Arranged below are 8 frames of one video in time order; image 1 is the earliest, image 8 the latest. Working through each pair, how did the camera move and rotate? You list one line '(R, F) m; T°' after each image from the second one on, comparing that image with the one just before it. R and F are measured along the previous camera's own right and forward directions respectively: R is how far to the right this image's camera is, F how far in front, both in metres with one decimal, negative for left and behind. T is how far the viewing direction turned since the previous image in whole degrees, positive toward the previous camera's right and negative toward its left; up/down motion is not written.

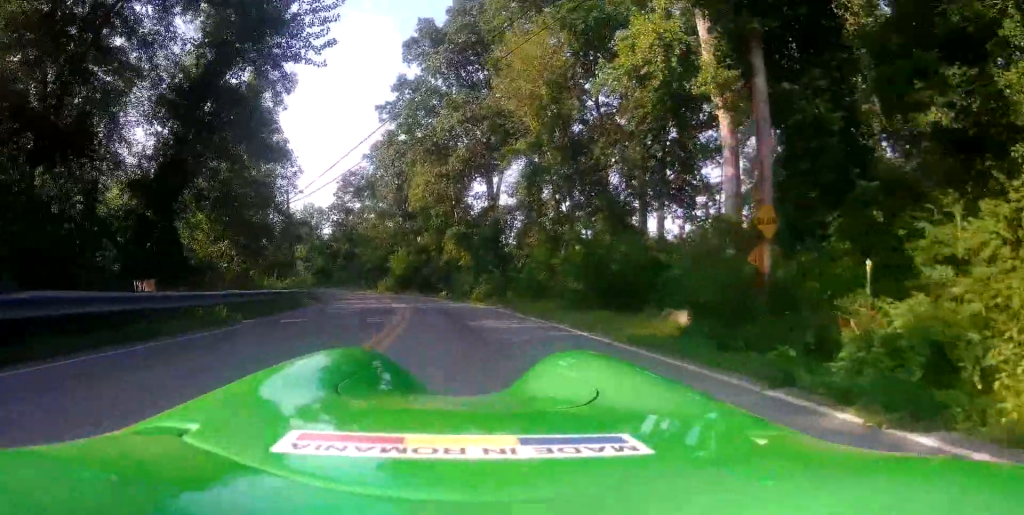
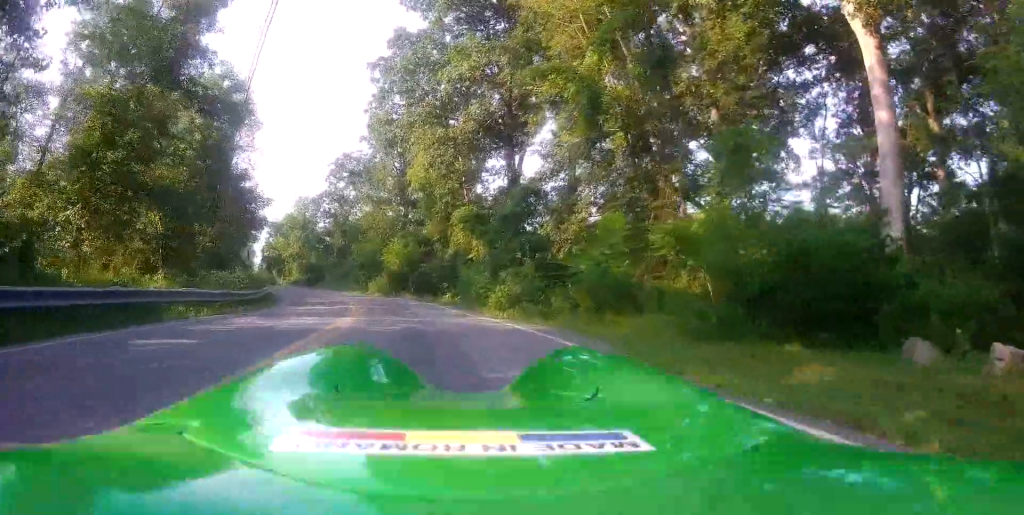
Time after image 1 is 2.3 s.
(+0.6, +11.3) m; -4°
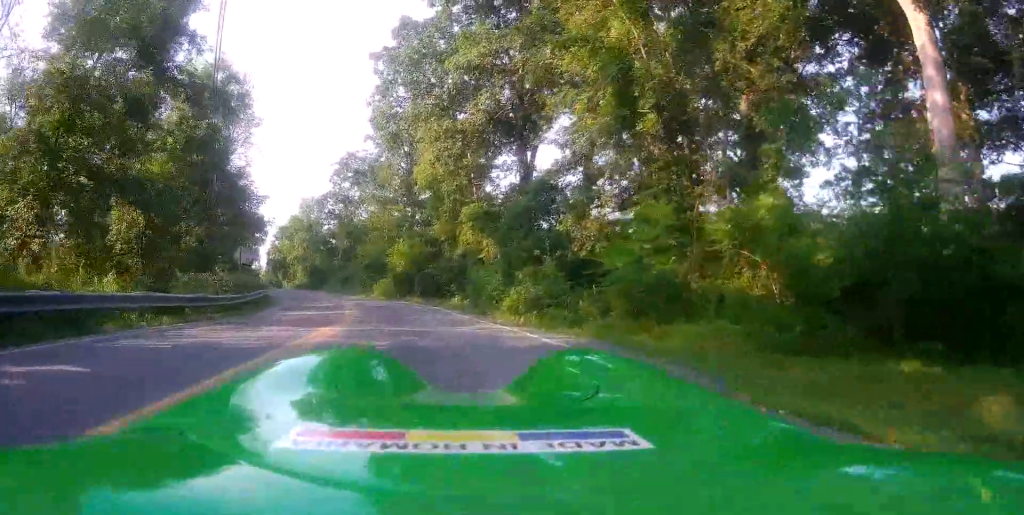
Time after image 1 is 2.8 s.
(-0.4, +2.4) m; -5°
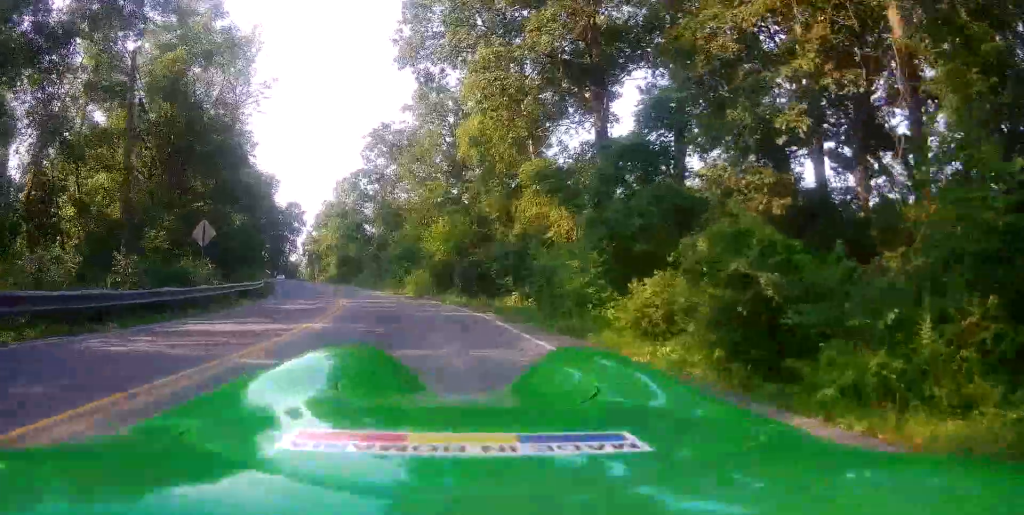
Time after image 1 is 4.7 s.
(-0.8, +11.0) m; -4°
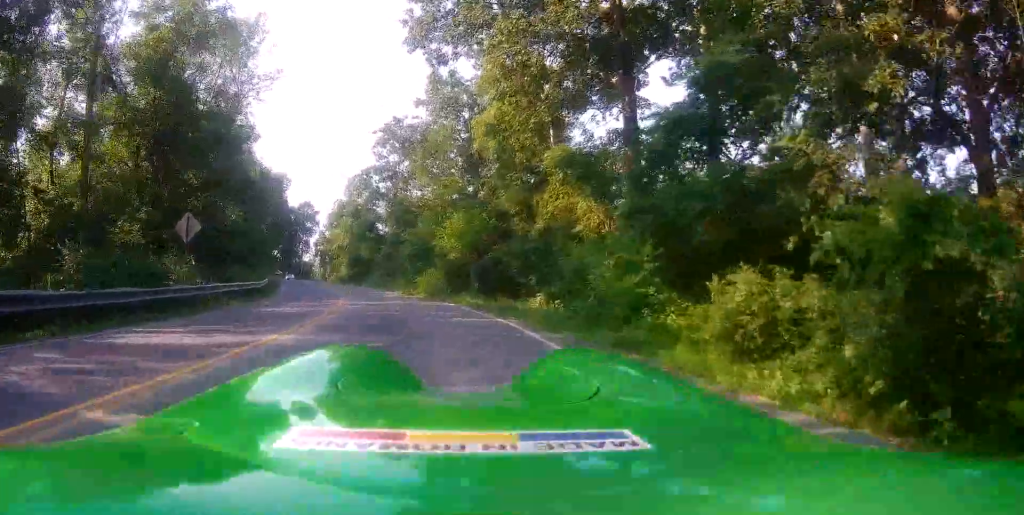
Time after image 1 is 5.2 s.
(0.0, +3.6) m; 0°
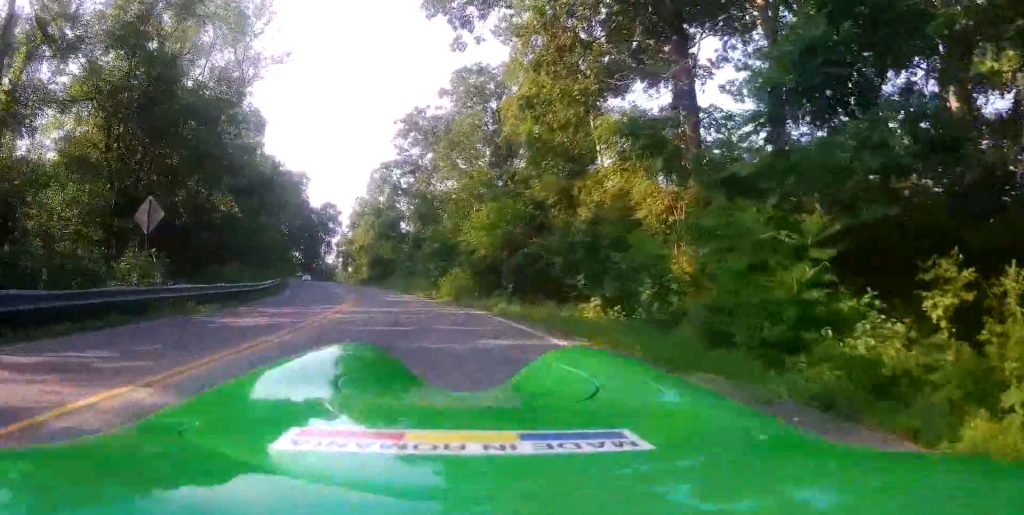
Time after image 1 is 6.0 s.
(0.0, +6.5) m; -3°
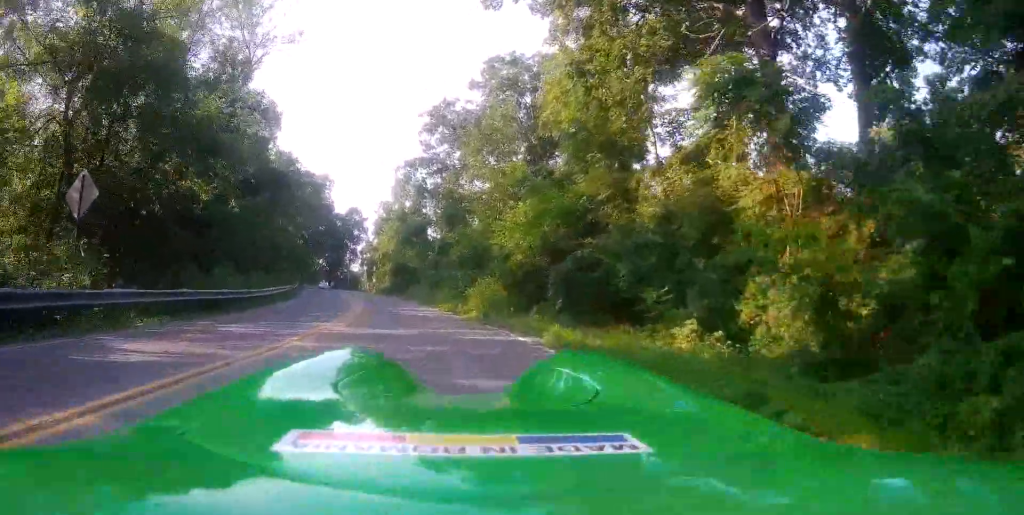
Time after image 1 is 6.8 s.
(-0.3, +2.2) m; -4°
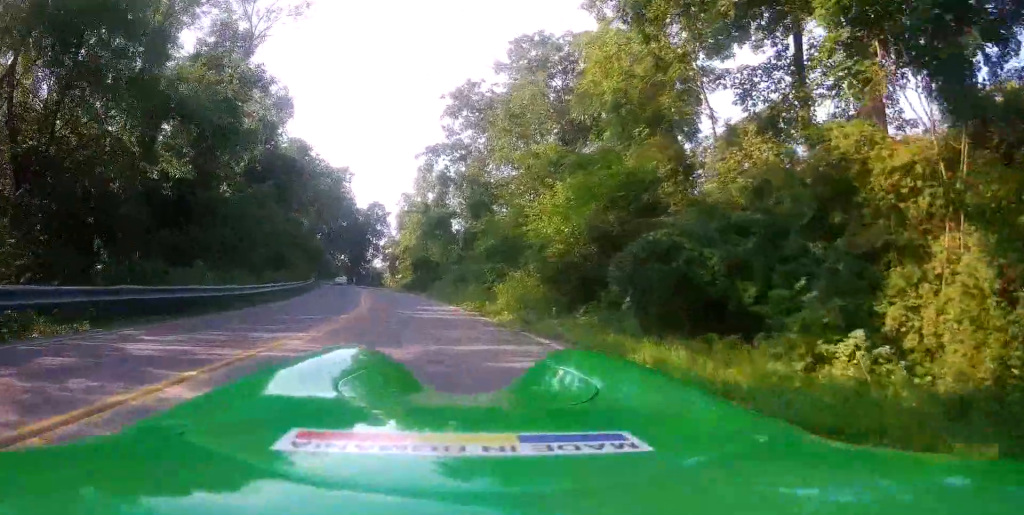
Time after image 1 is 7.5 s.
(-0.1, +1.5) m; -3°
